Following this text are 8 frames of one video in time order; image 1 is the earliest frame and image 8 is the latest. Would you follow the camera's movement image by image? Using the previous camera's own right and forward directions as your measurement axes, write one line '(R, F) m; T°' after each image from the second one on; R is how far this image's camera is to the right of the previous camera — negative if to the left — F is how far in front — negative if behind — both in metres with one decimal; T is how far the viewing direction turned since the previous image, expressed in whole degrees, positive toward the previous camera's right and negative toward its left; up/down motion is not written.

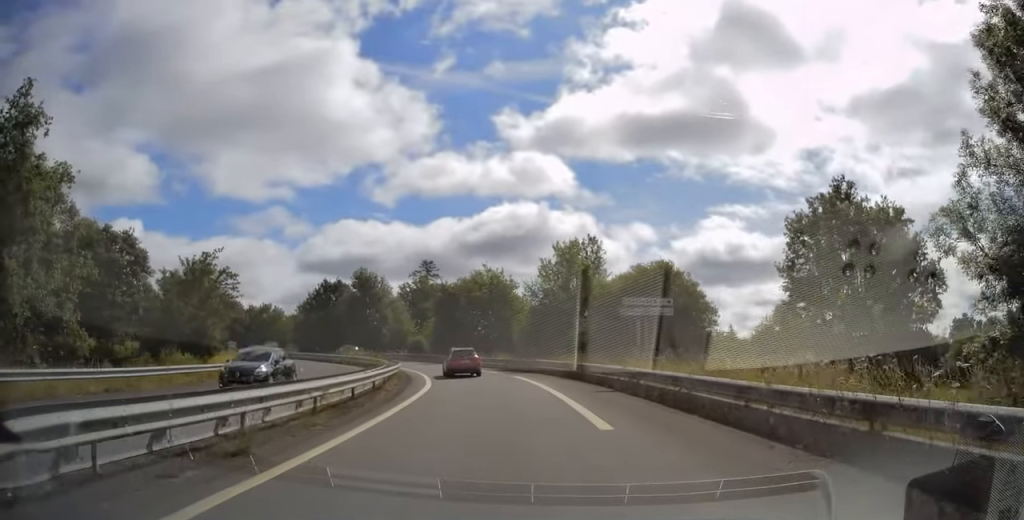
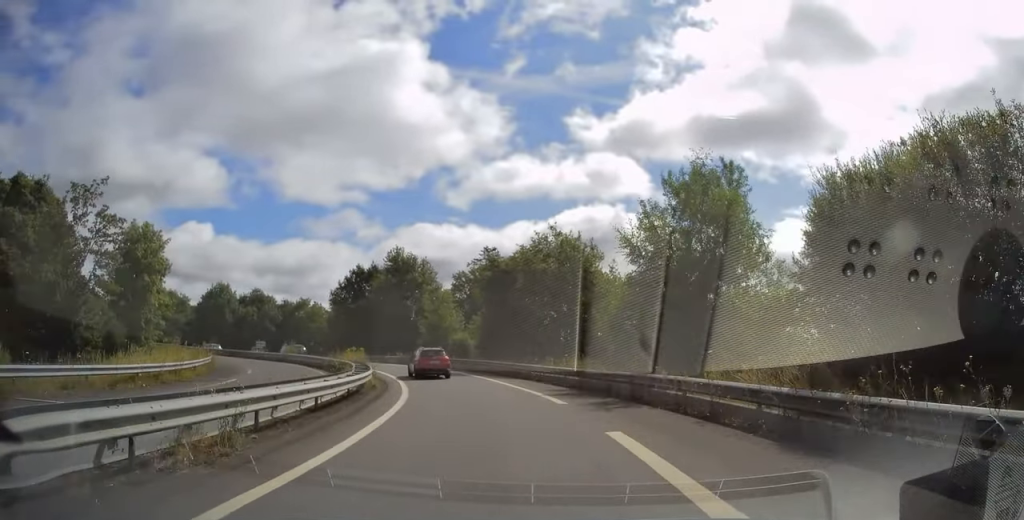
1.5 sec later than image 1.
(-1.2, +19.7) m; -8°
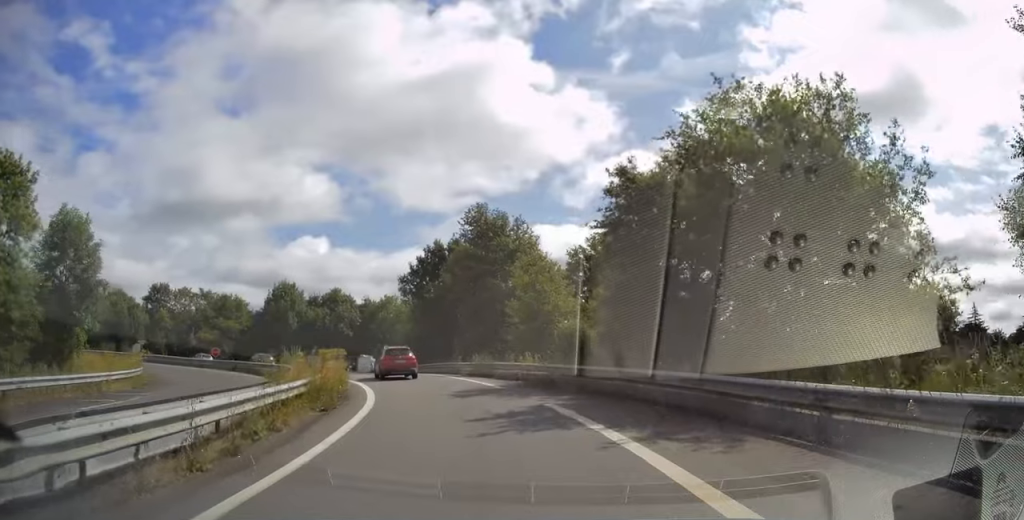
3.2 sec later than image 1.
(-1.7, +21.9) m; -11°
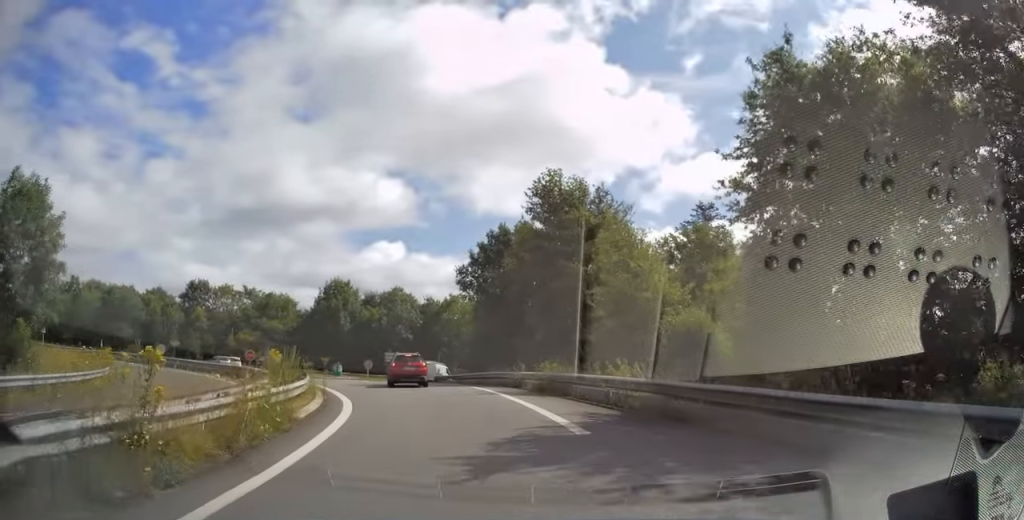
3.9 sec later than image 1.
(-0.8, +9.9) m; -6°
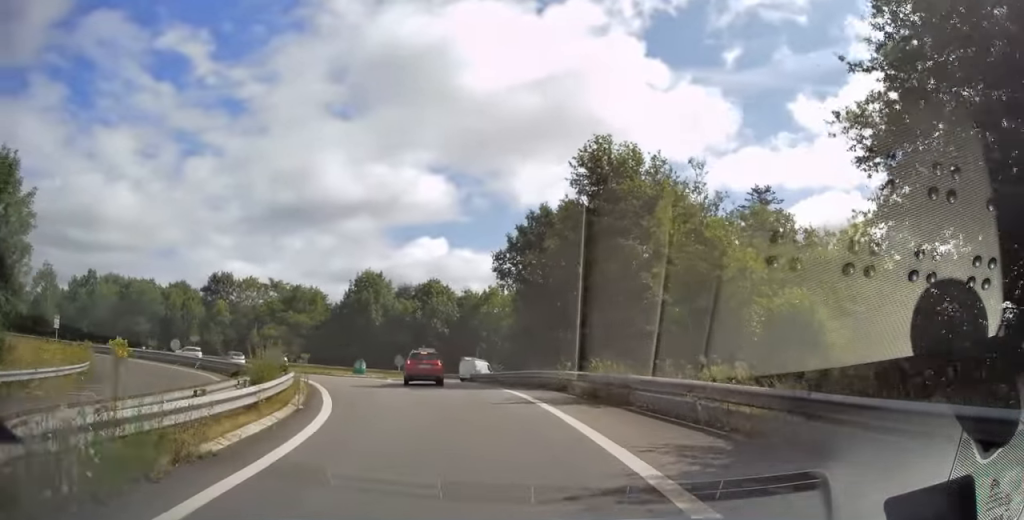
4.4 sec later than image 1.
(-0.2, +5.2) m; -4°
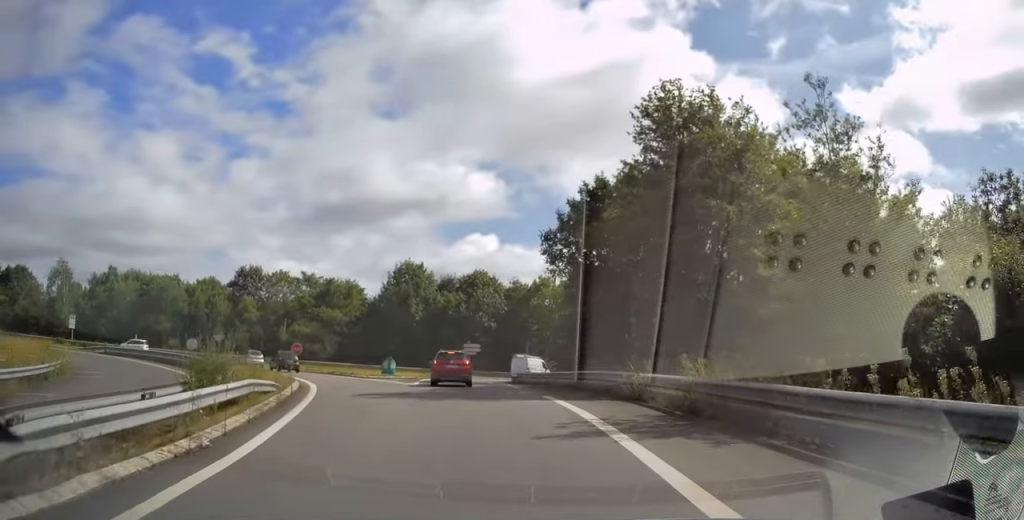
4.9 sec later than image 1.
(-0.2, +6.3) m; -5°
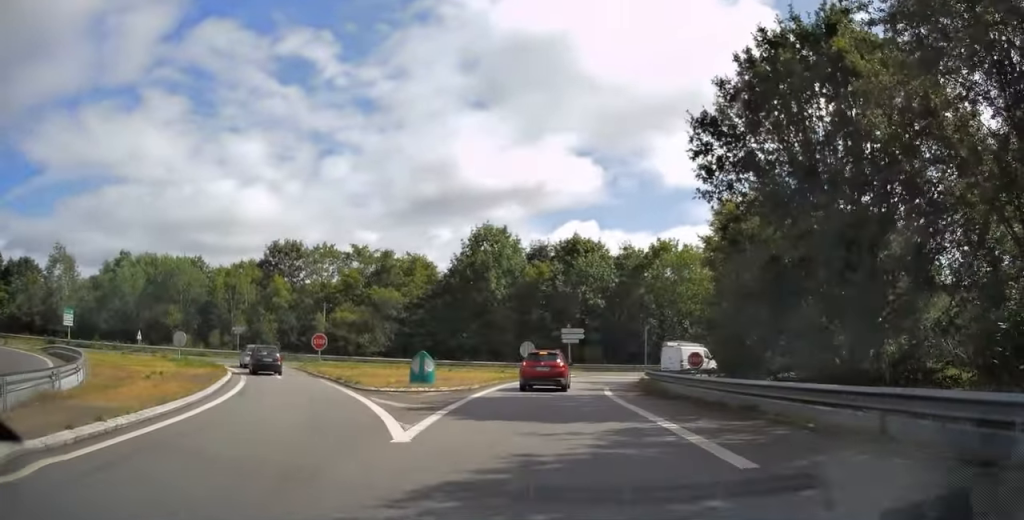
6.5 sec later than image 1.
(-2.4, +18.3) m; -12°
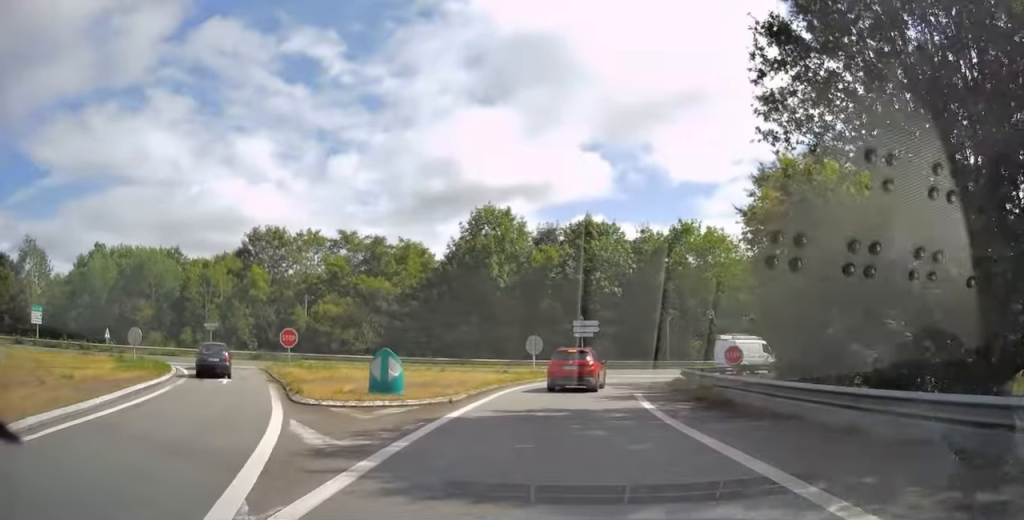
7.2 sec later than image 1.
(-0.2, +6.9) m; -2°
